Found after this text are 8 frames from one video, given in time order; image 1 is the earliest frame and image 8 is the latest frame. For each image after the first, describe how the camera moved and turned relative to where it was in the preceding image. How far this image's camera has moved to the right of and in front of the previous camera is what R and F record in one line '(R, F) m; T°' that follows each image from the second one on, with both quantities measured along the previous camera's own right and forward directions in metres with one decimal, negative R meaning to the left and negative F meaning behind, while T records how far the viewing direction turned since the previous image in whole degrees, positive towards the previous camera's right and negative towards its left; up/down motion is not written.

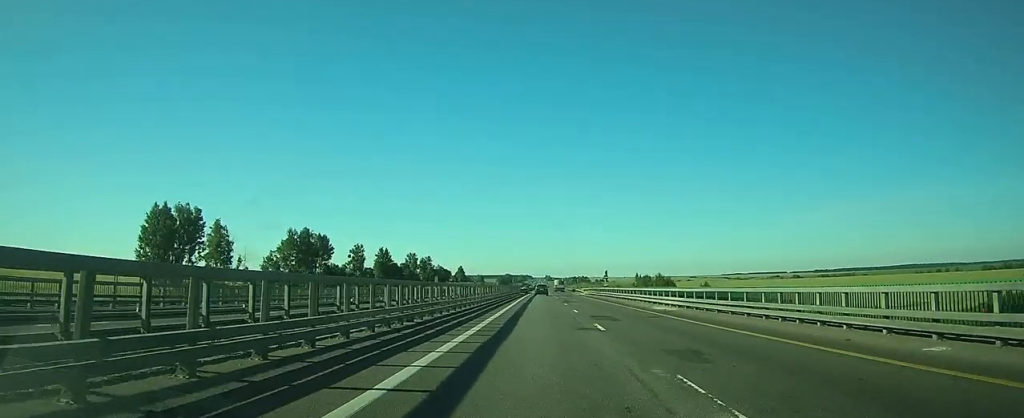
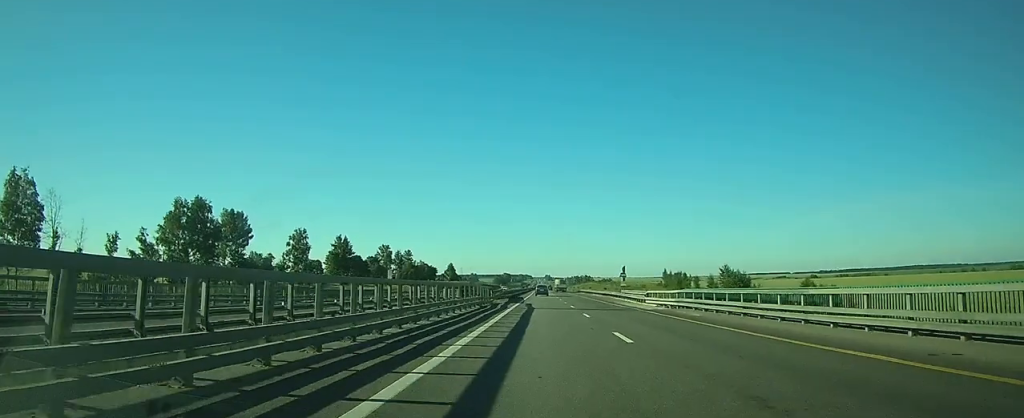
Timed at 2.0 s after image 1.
(0.0, +67.1) m; 0°
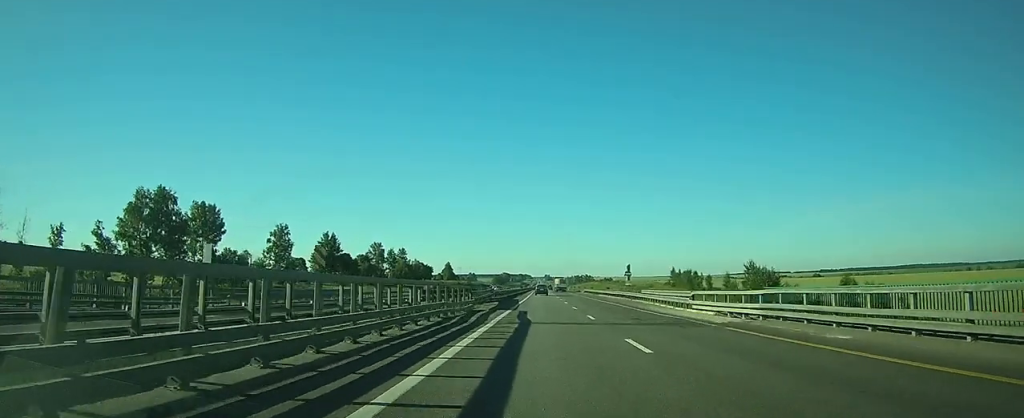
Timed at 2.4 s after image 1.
(0.0, +14.3) m; 0°
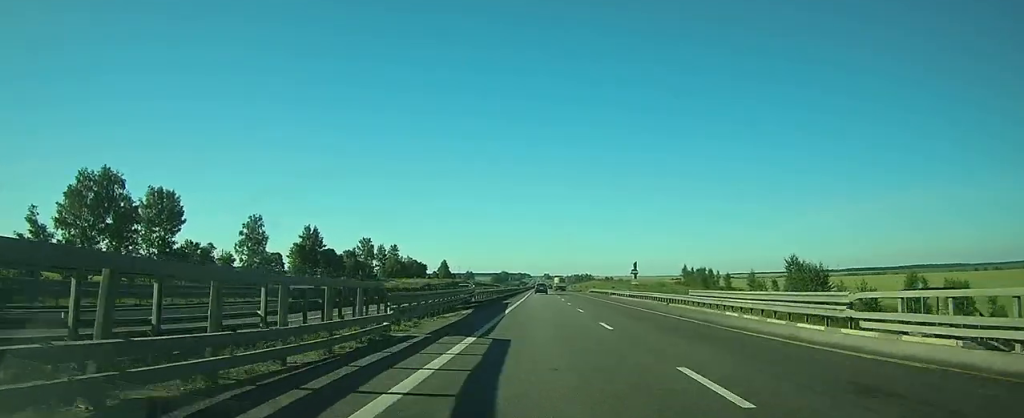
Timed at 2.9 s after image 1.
(0.0, +17.5) m; 0°
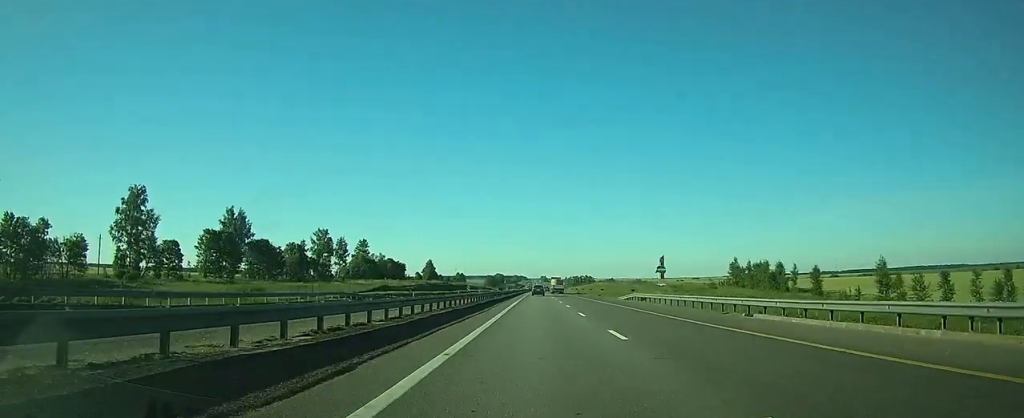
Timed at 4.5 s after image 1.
(0.0, +50.4) m; 0°
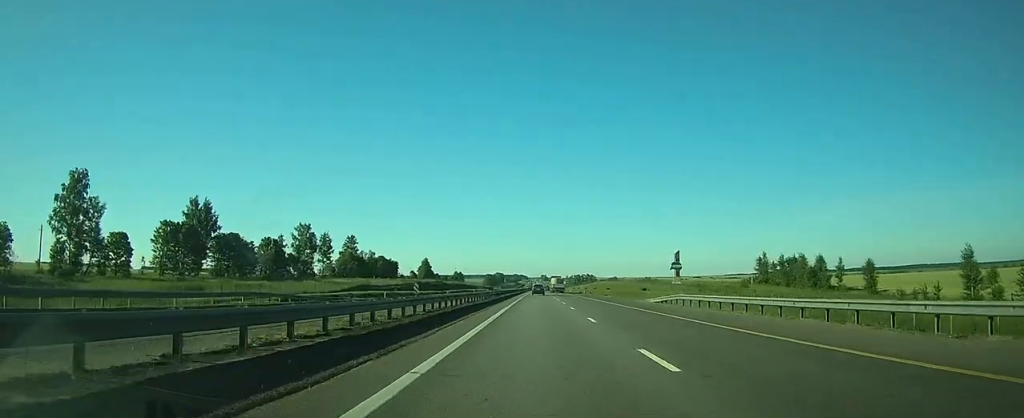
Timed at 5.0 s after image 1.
(0.0, +17.0) m; 0°
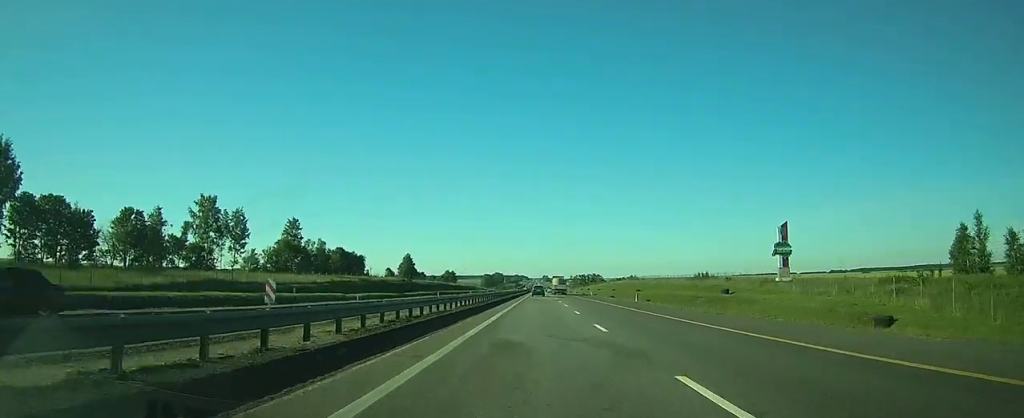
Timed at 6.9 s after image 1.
(0.0, +60.7) m; 0°
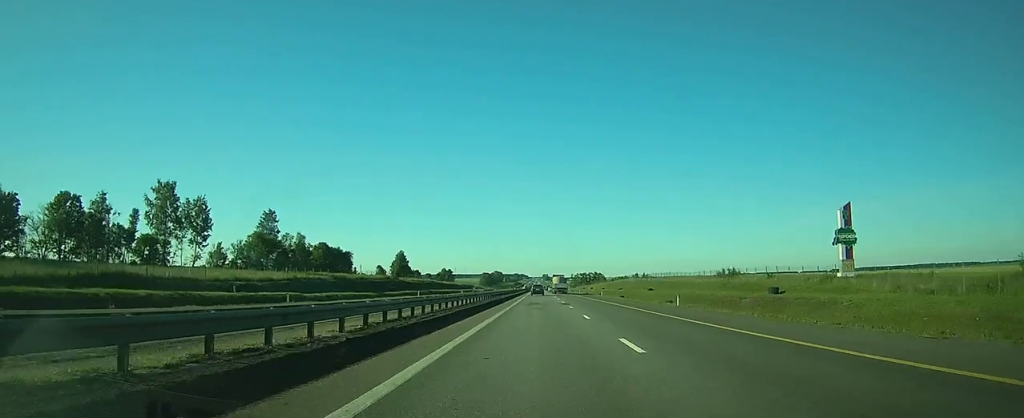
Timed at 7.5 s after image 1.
(0.0, +17.2) m; 0°
